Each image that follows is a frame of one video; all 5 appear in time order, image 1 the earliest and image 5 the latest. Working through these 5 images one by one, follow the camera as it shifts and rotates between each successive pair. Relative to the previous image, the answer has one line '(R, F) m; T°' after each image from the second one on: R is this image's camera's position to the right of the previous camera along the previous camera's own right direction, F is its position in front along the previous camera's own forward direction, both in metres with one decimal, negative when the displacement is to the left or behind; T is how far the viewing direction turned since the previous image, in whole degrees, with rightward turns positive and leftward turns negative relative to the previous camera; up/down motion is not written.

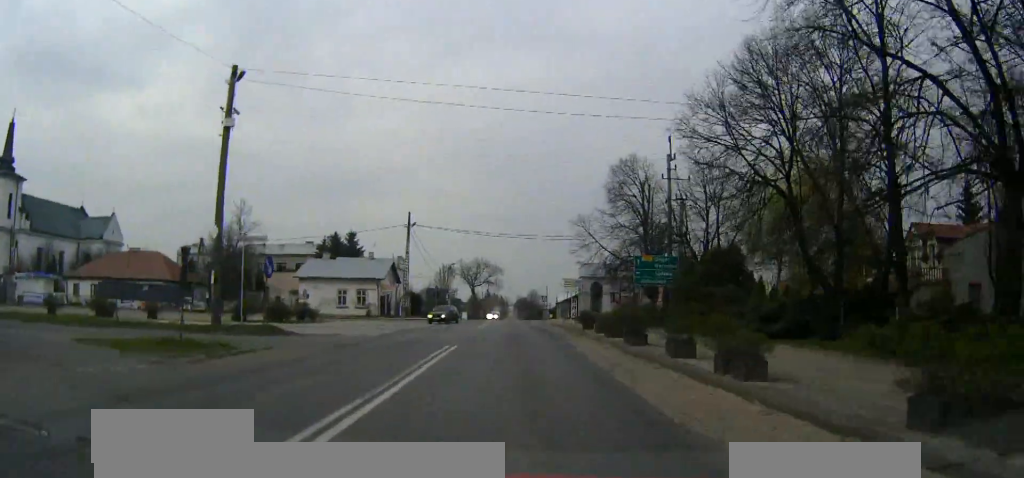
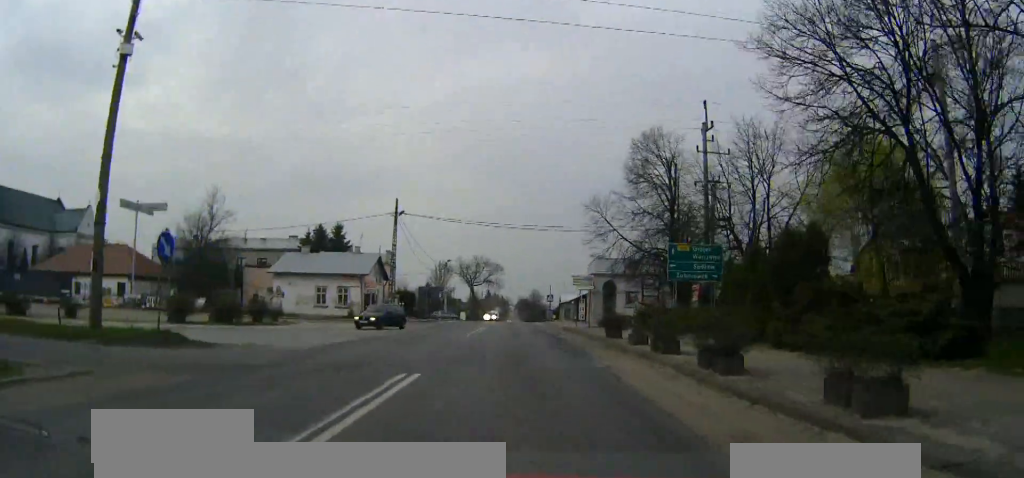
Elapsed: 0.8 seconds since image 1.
(0.0, +9.0) m; 0°
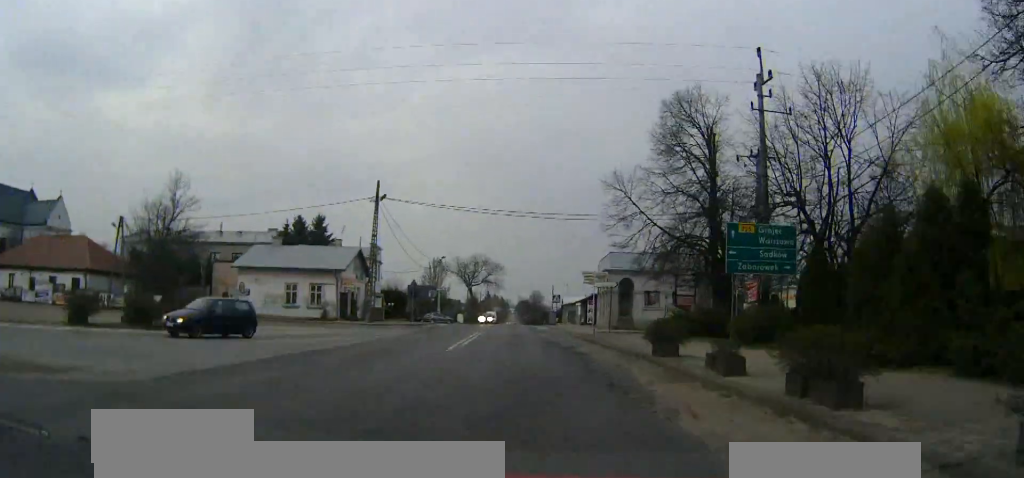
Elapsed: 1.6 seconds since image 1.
(0.0, +9.5) m; 0°
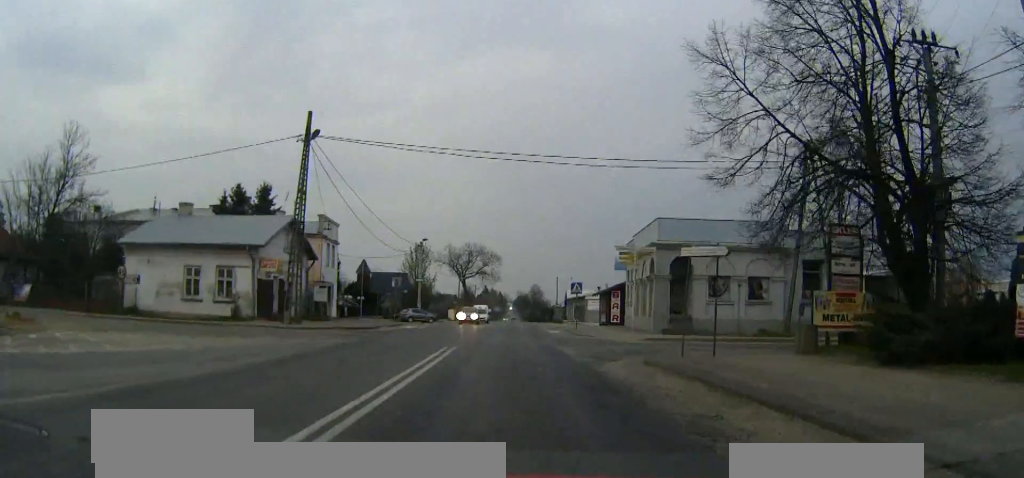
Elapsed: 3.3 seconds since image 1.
(0.0, +19.0) m; 0°
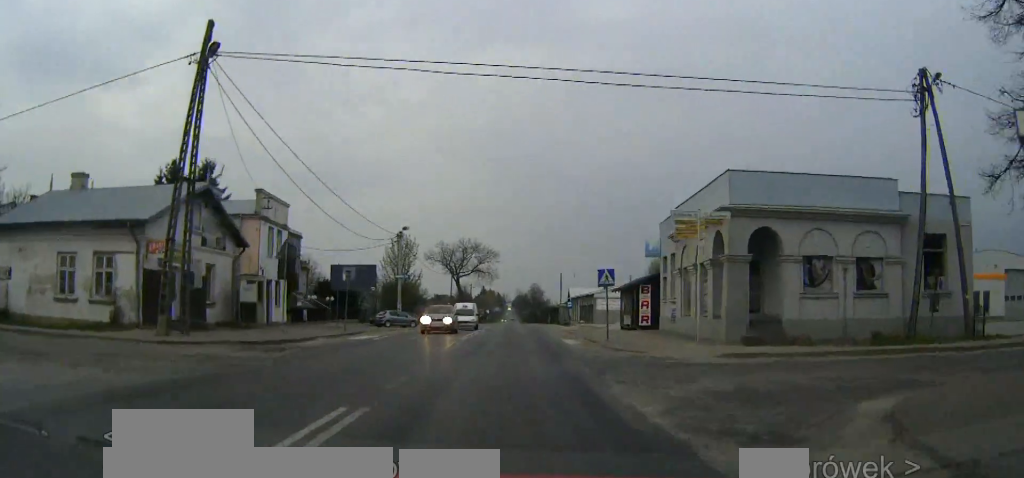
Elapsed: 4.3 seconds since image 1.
(0.0, +12.9) m; 0°
